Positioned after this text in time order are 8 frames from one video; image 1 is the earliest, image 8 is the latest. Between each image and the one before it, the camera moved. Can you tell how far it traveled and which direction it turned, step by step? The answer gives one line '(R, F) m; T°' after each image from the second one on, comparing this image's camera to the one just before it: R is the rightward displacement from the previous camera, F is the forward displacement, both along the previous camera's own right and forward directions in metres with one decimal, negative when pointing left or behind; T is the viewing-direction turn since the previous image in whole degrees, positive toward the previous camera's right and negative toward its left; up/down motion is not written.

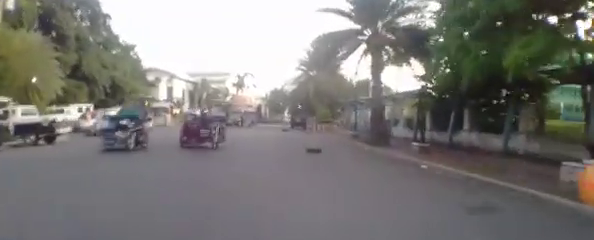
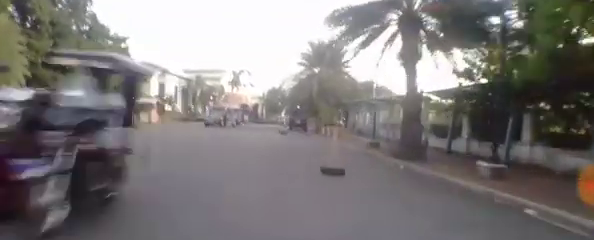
(0.0, +3.7) m; 0°
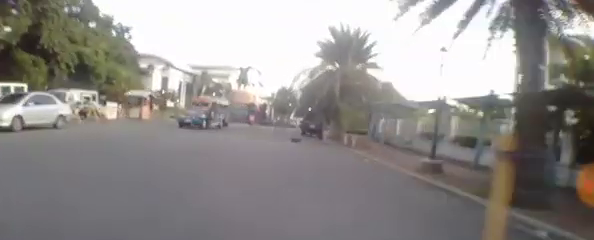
(0.0, +5.1) m; 0°
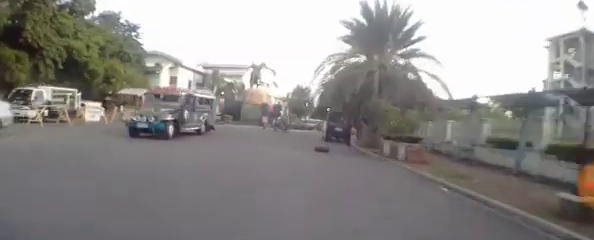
(0.0, +4.7) m; 0°
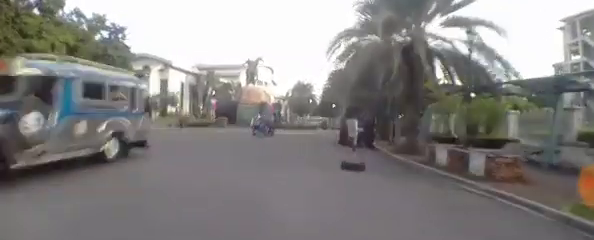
(0.0, +5.0) m; 0°
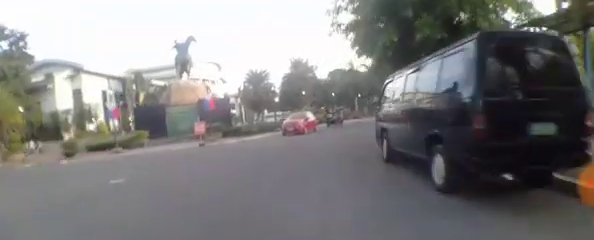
(+0.2, +12.6) m; +8°
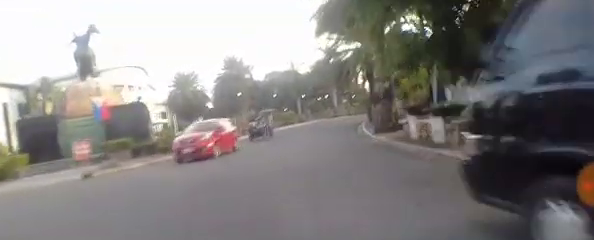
(+0.4, +5.3) m; +6°
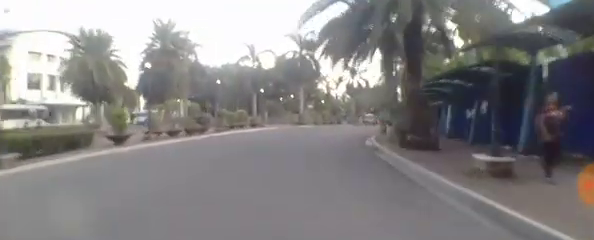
(+1.1, +12.7) m; +16°
